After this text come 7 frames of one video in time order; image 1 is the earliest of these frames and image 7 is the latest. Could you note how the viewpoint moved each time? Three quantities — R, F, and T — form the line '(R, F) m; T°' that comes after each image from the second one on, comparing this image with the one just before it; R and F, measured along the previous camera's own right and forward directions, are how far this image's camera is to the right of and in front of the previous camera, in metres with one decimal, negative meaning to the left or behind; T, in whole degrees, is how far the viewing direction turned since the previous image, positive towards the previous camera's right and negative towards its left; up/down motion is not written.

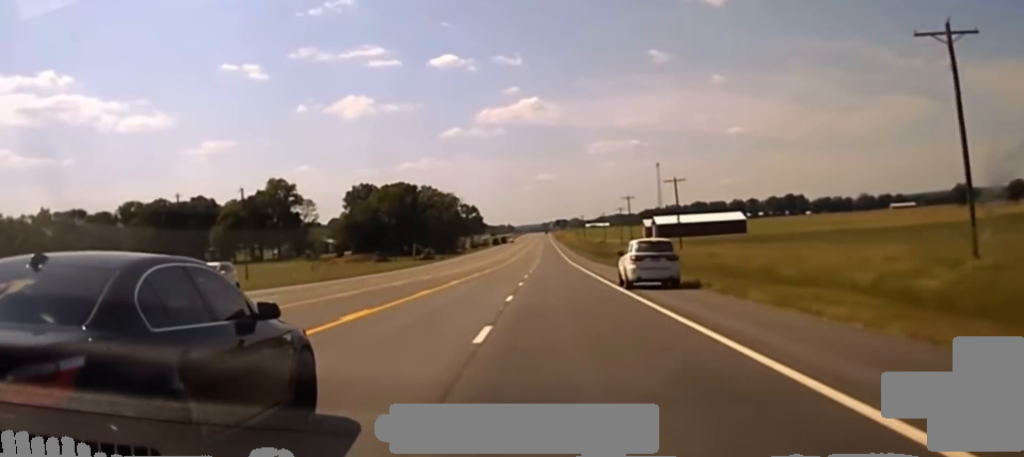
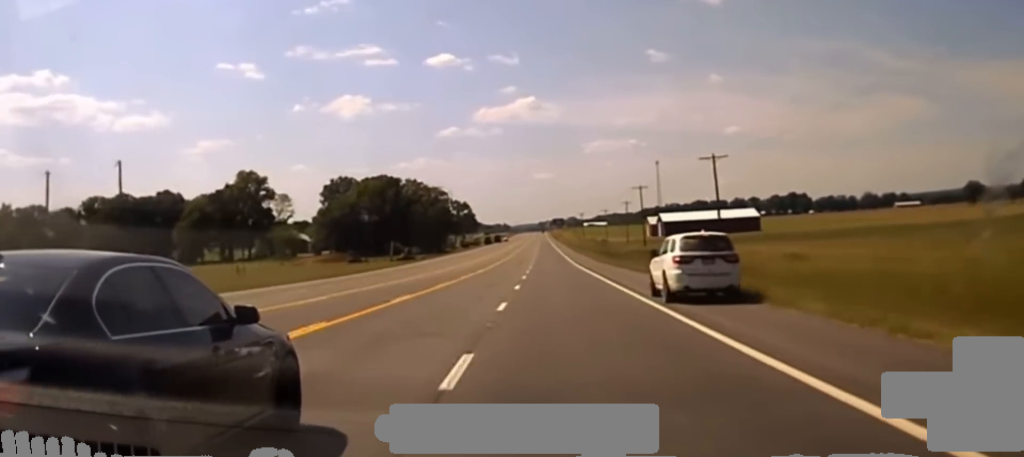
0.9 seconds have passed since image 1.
(0.0, +26.9) m; 0°
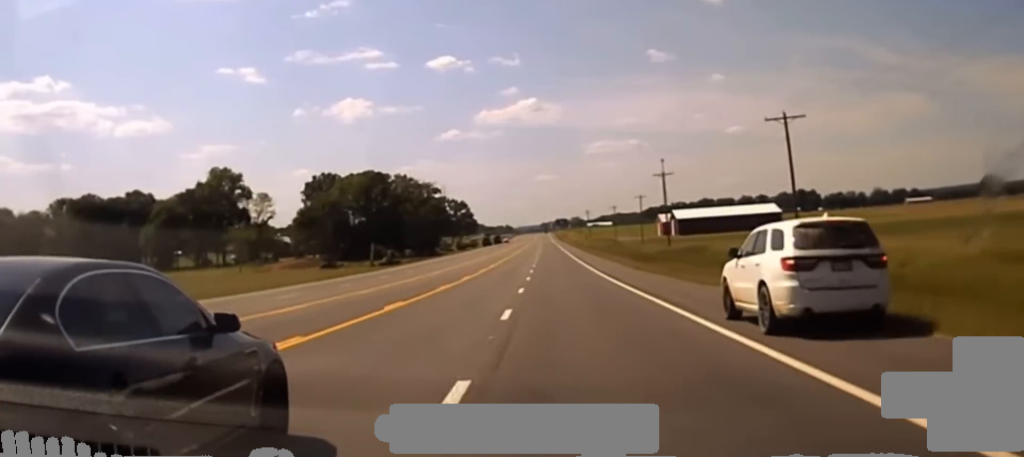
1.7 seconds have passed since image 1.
(-0.2, +22.9) m; 0°
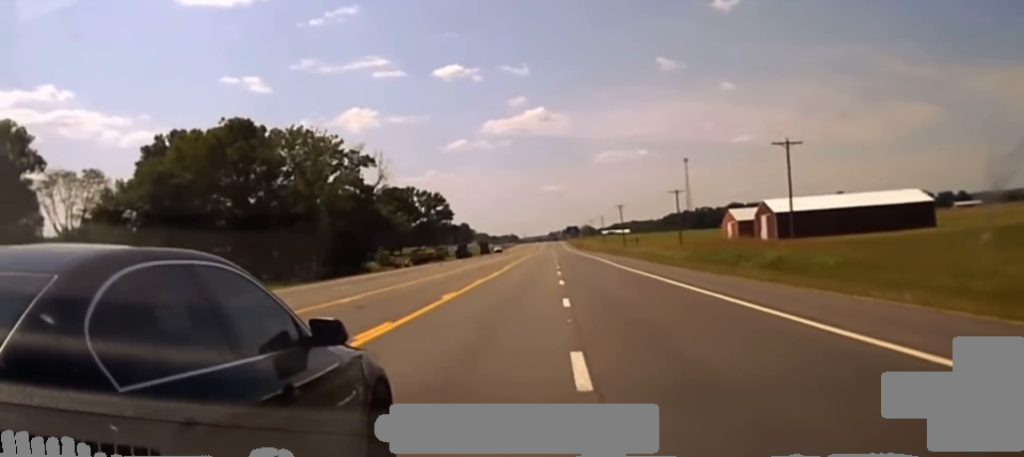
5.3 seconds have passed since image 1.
(-1.0, +113.1) m; -2°
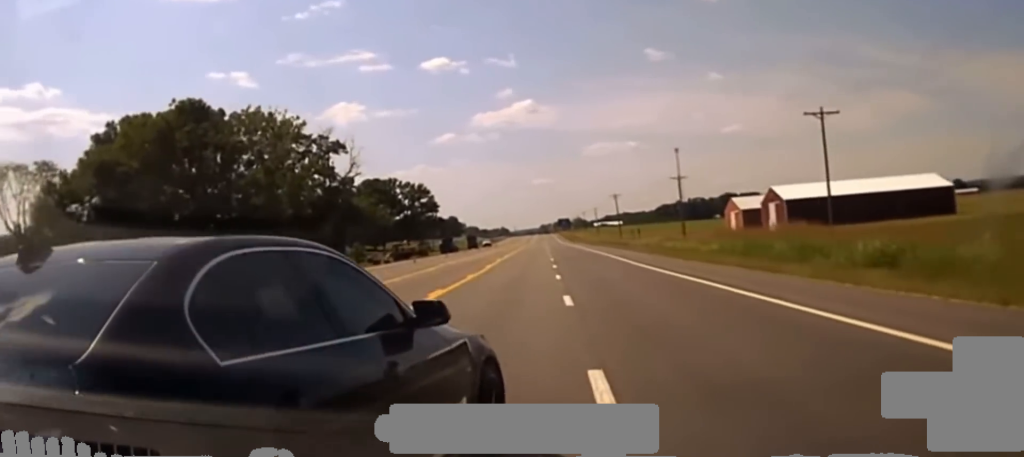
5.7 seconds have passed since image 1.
(0.0, +16.0) m; -1°
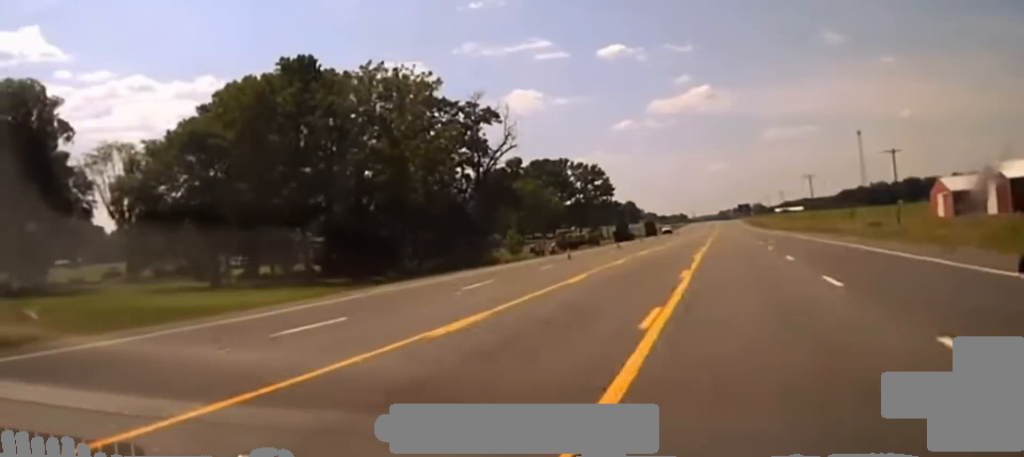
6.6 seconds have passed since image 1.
(-0.5, +28.6) m; -1°
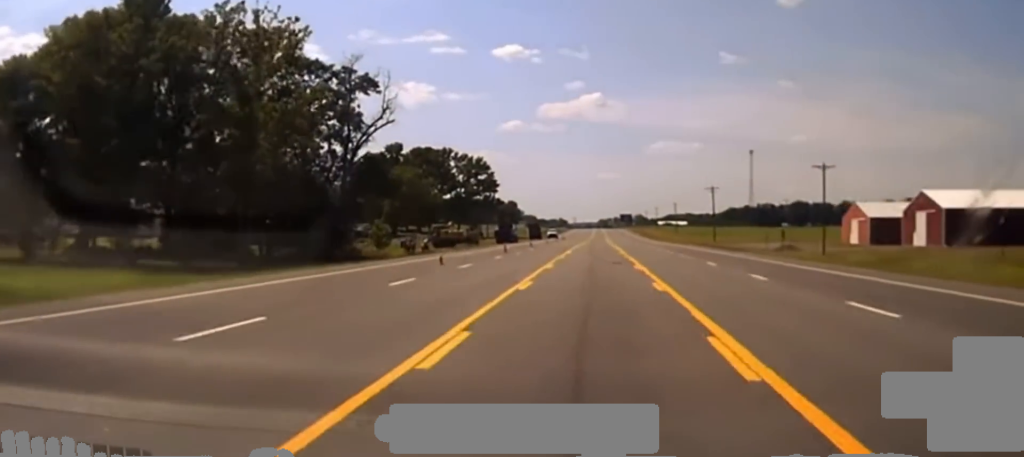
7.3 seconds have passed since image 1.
(+0.1, +16.1) m; +2°
